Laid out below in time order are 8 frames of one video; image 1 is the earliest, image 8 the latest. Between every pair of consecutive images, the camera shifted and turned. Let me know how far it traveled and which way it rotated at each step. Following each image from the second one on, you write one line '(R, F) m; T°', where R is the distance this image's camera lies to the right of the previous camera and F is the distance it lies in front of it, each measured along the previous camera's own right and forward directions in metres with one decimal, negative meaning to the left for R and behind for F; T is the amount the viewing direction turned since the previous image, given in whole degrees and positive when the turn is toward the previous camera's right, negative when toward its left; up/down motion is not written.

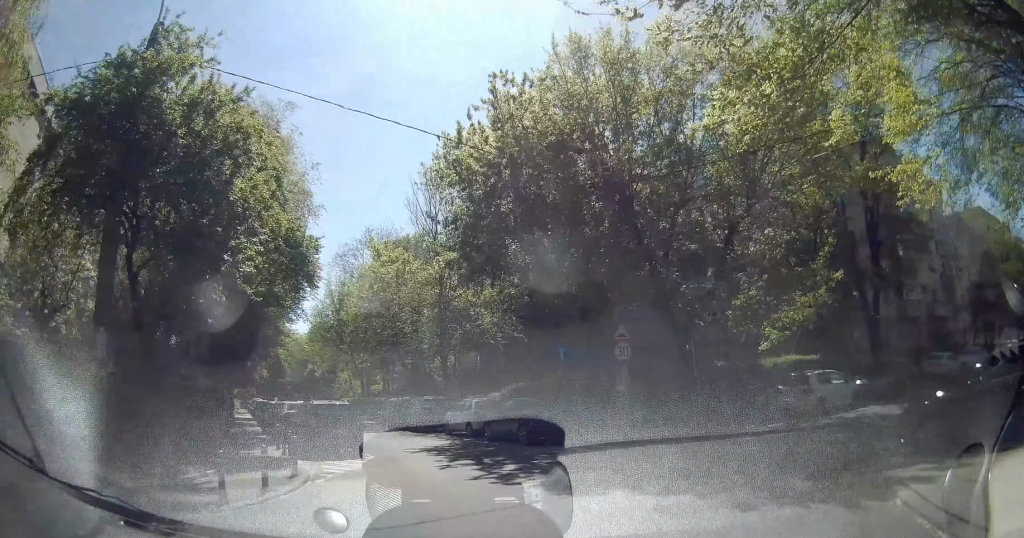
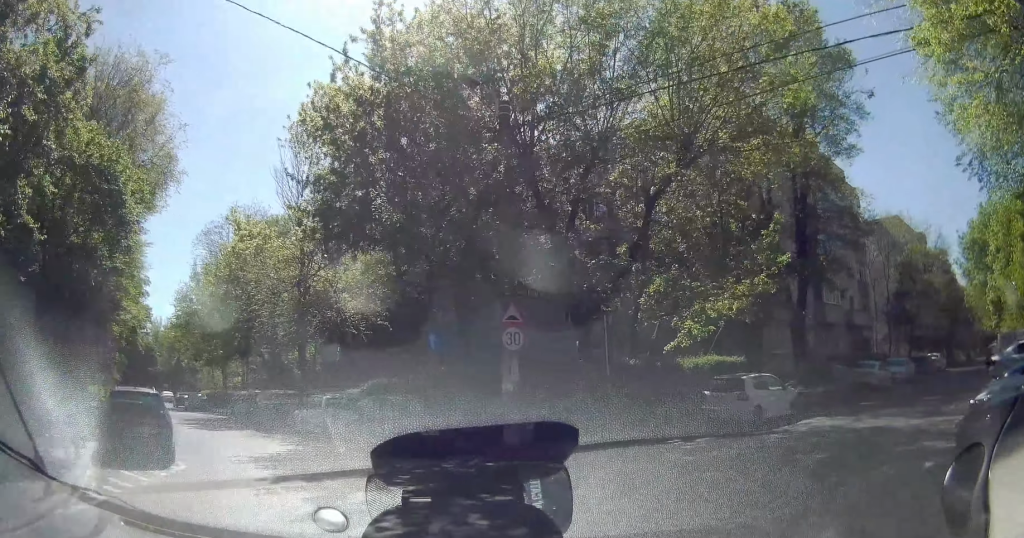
(+0.7, +4.7) m; +17°
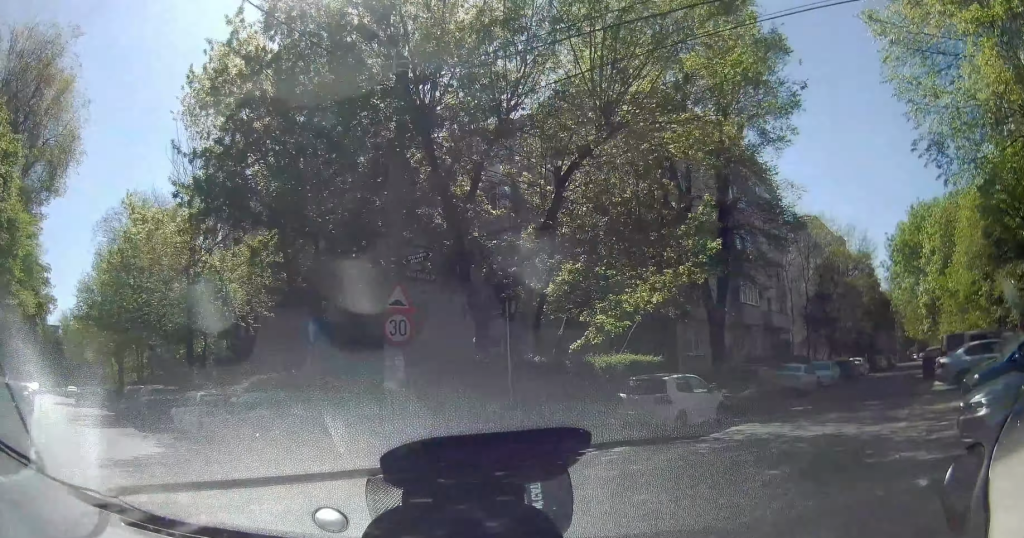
(+0.3, +2.3) m; +9°
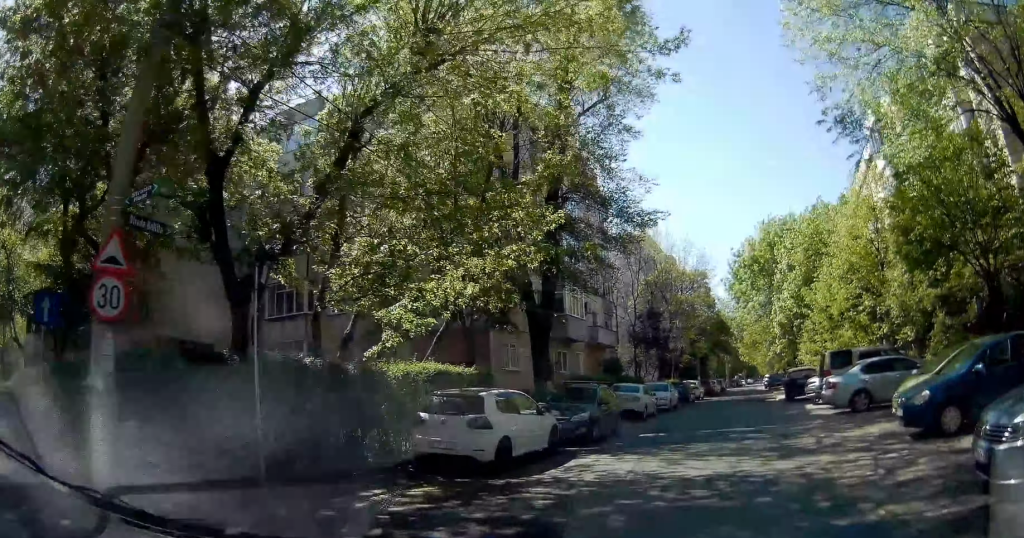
(+0.5, +3.7) m; +15°
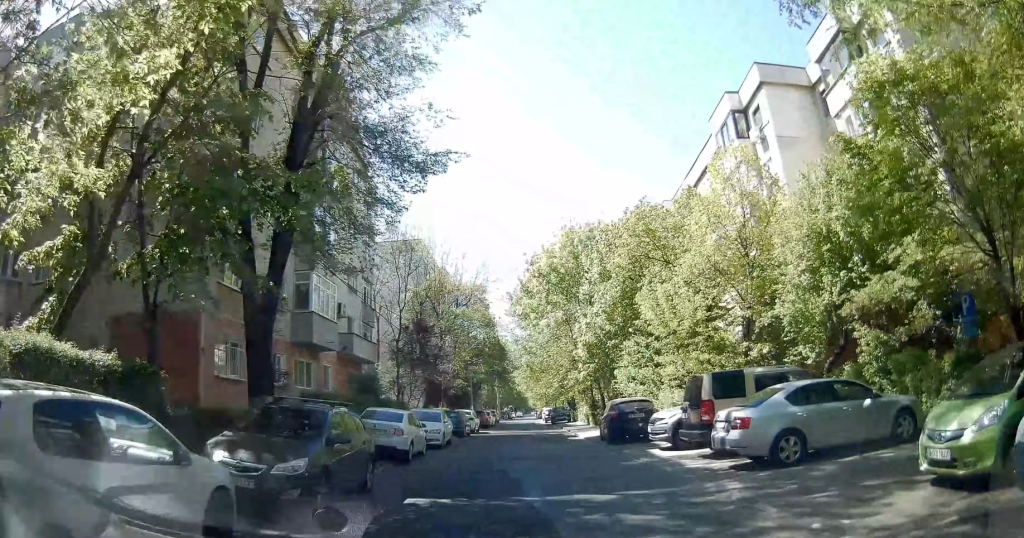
(+1.0, +5.8) m; +22°
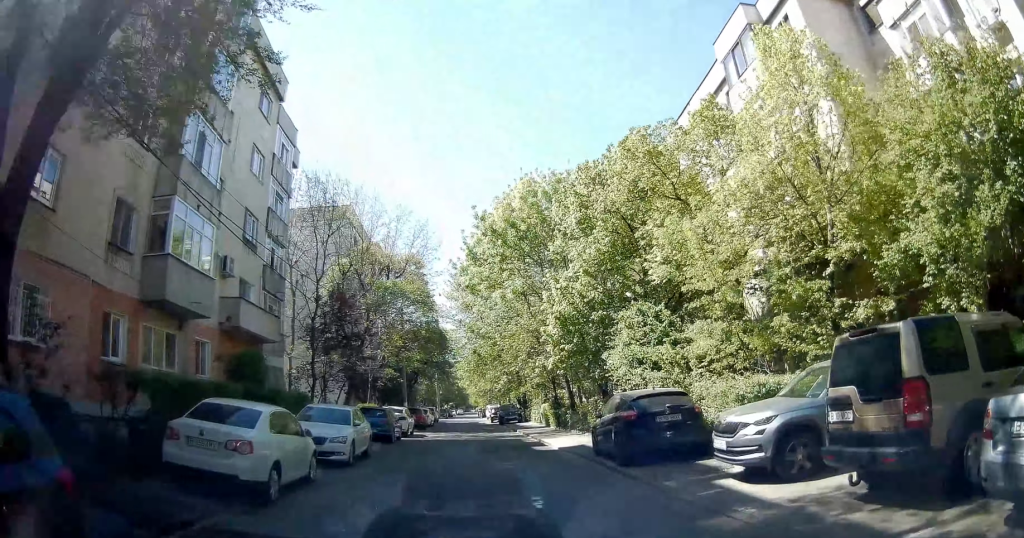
(+1.0, +8.2) m; +7°
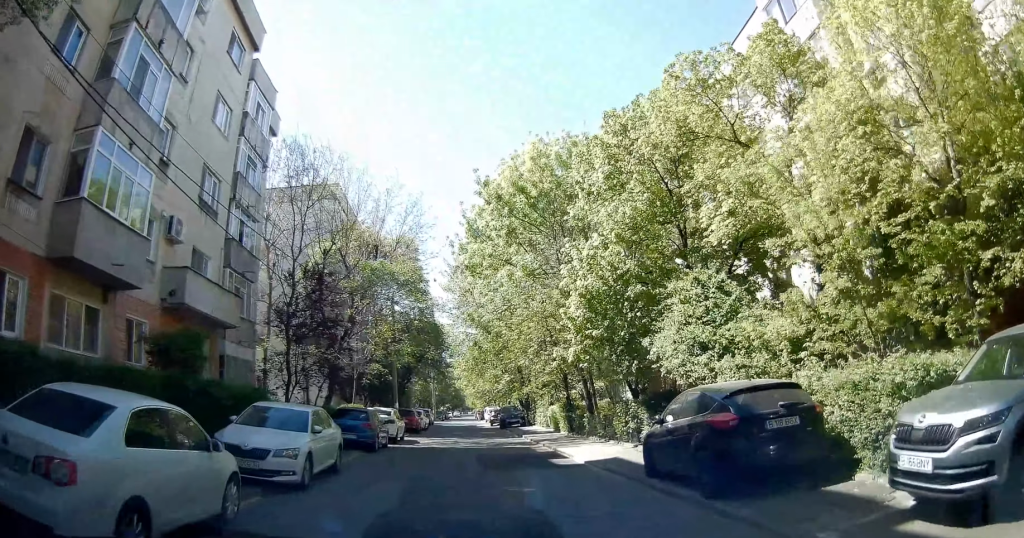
(-0.1, +4.4) m; +2°
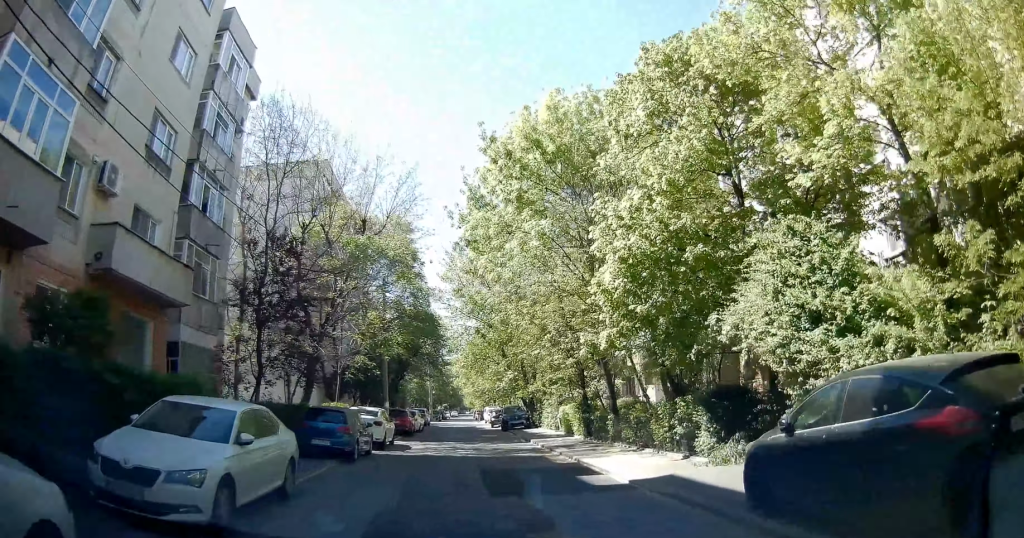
(+0.2, +4.0) m; +3°
